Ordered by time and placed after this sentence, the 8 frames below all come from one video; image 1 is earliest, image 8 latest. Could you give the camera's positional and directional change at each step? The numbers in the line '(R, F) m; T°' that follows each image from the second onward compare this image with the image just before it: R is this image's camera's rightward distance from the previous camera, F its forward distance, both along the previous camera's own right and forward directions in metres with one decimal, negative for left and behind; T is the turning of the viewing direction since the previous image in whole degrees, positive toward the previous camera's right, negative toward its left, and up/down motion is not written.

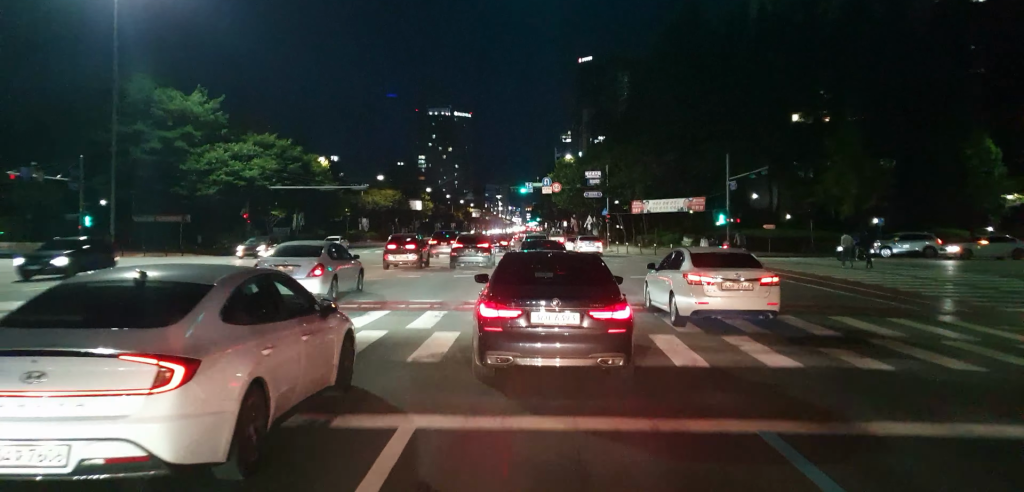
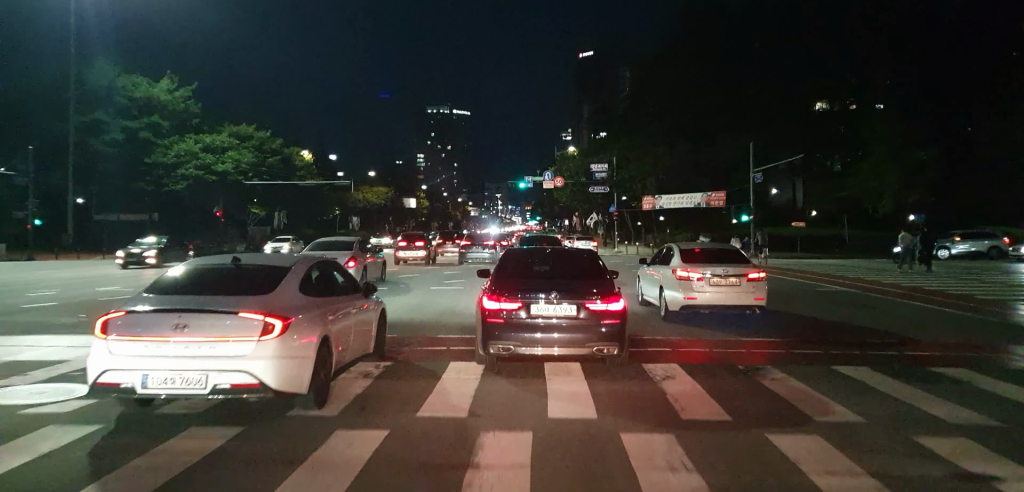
(+0.4, +6.9) m; +3°
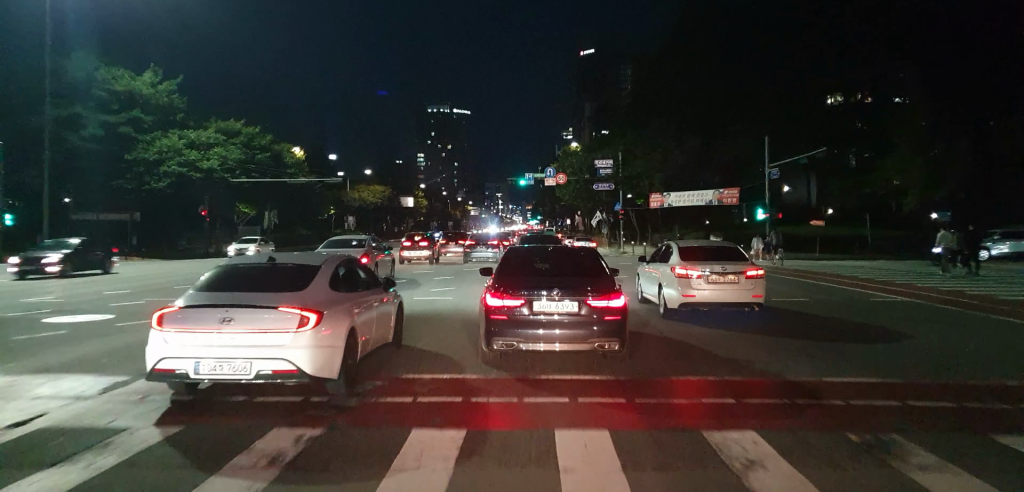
(0.0, +3.5) m; 0°
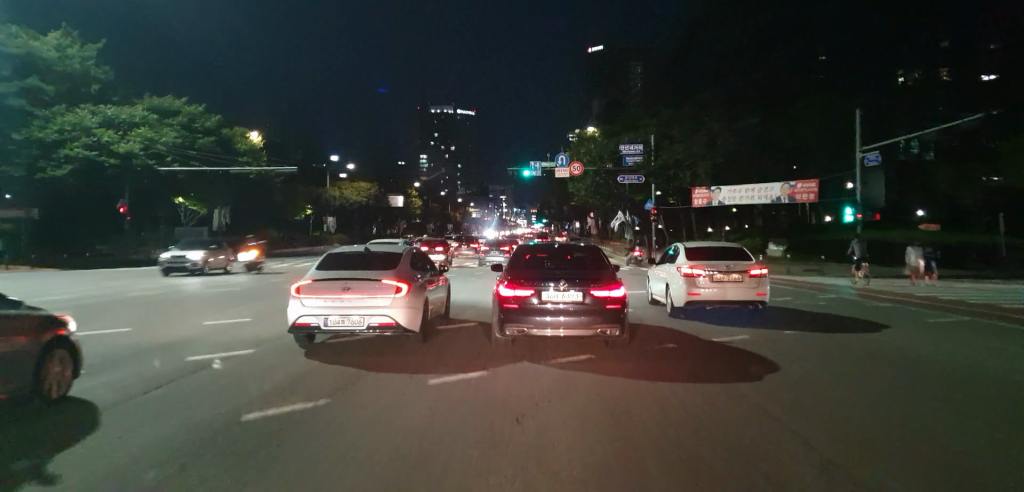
(0.0, +14.1) m; 0°
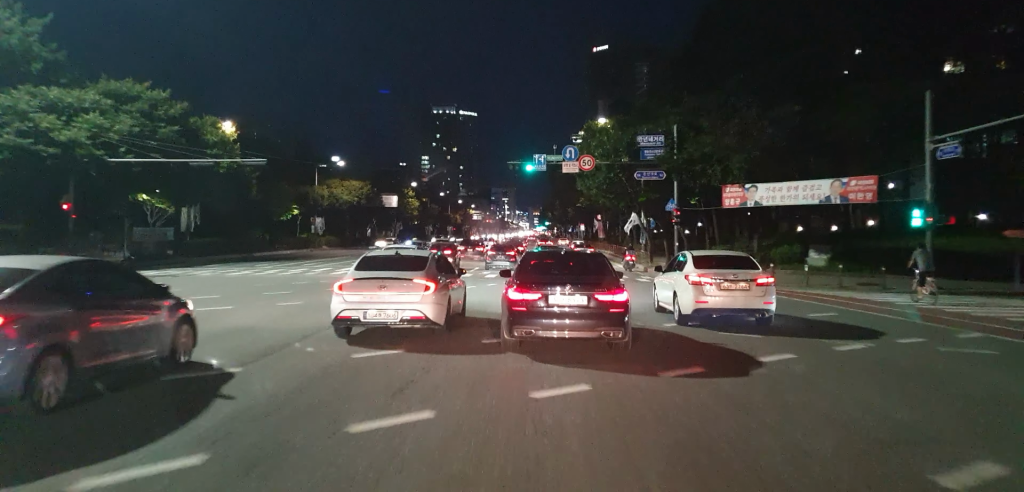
(0.0, +6.4) m; 0°
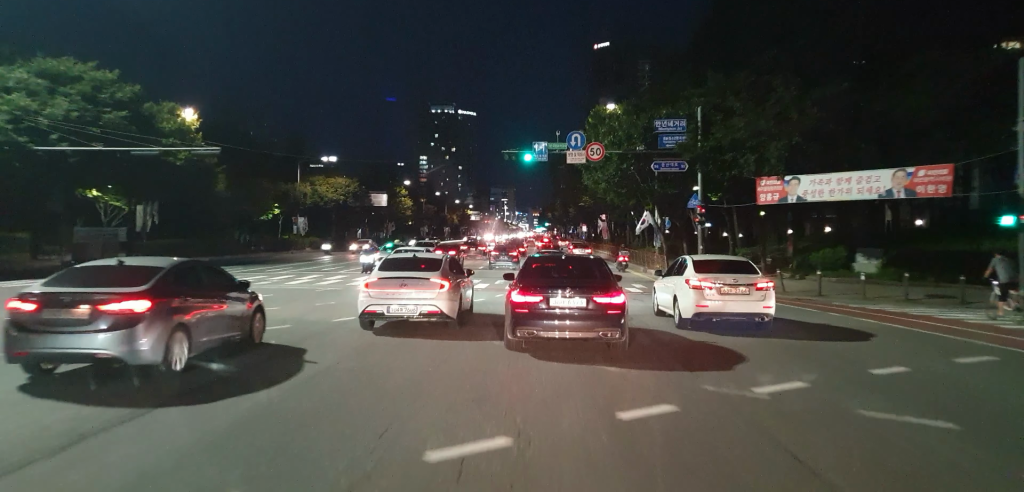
(0.0, +6.6) m; 0°
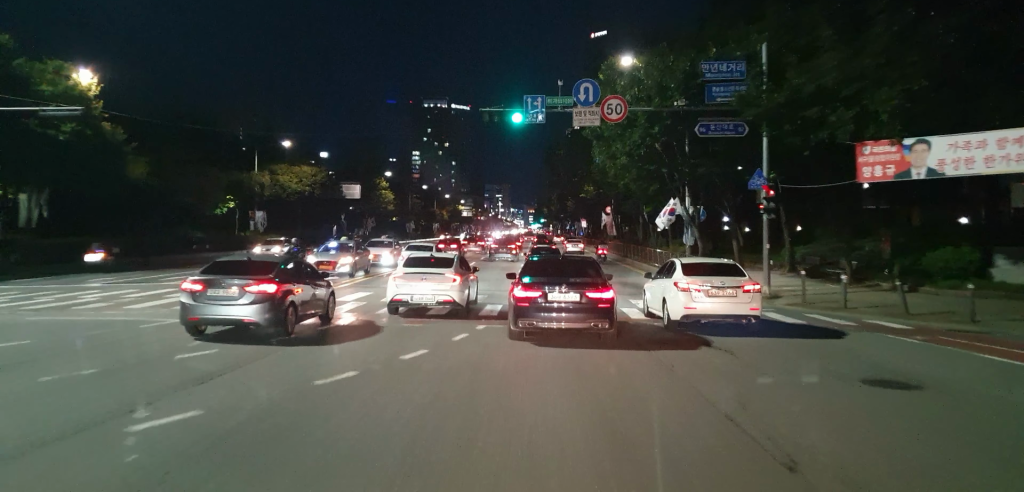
(0.0, +11.3) m; 0°
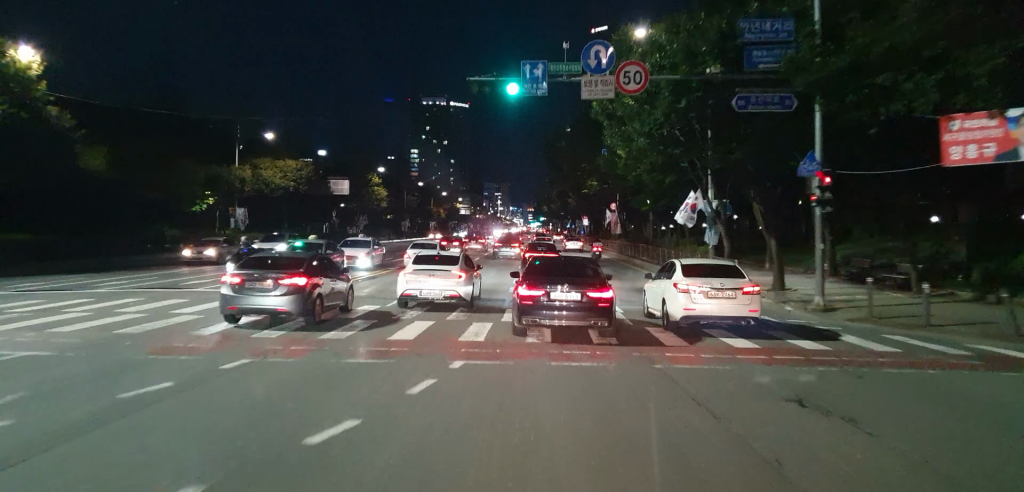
(0.0, +4.8) m; 0°
